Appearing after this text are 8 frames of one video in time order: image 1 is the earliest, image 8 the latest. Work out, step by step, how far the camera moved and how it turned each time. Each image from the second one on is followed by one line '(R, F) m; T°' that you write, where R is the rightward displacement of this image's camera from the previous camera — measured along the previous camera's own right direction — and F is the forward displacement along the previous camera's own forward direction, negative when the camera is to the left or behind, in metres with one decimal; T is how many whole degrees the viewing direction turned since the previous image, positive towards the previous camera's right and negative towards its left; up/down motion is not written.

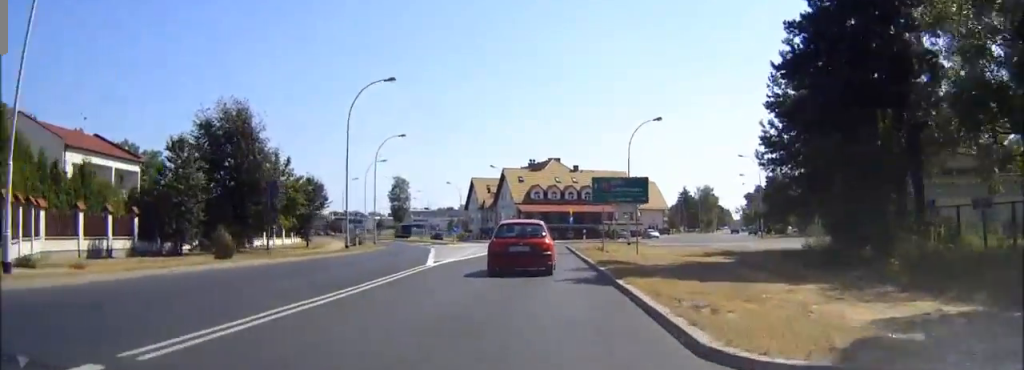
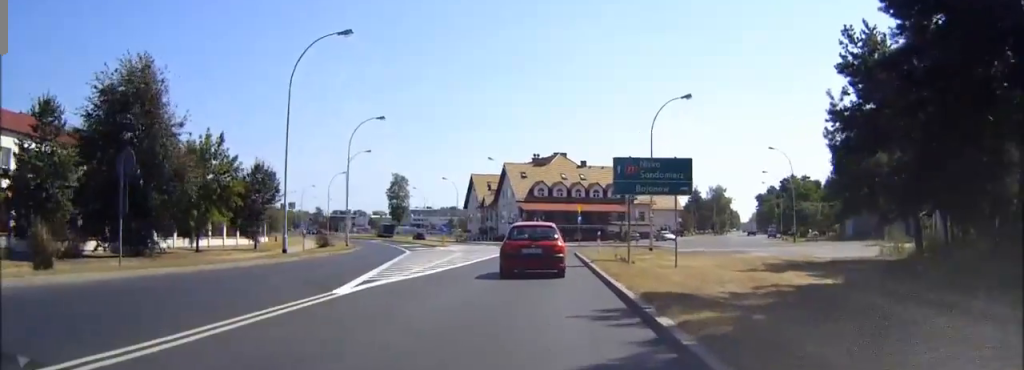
(0.0, +10.7) m; 0°
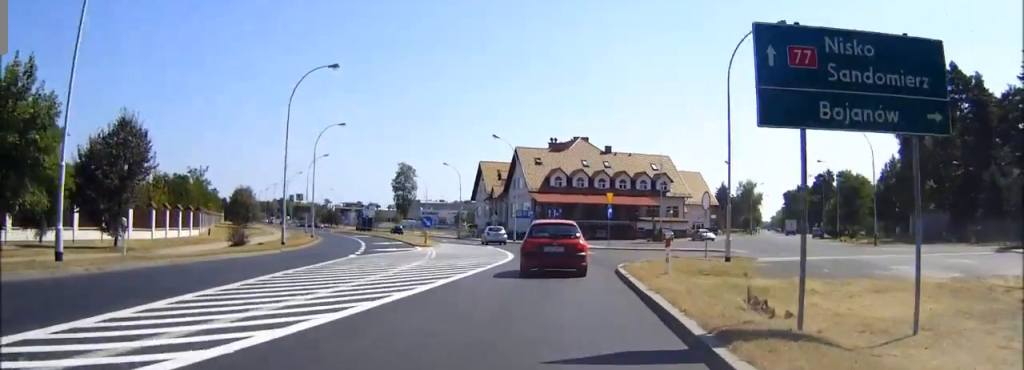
(-0.1, +17.2) m; -1°
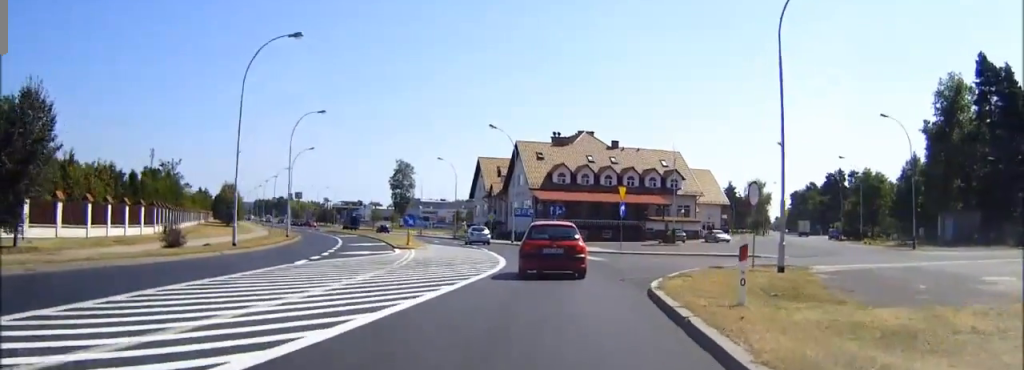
(0.0, +7.0) m; 0°
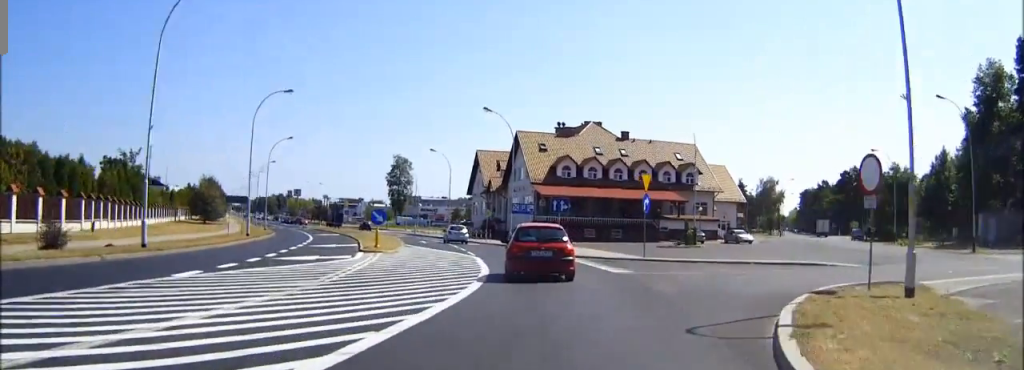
(0.0, +8.8) m; -1°
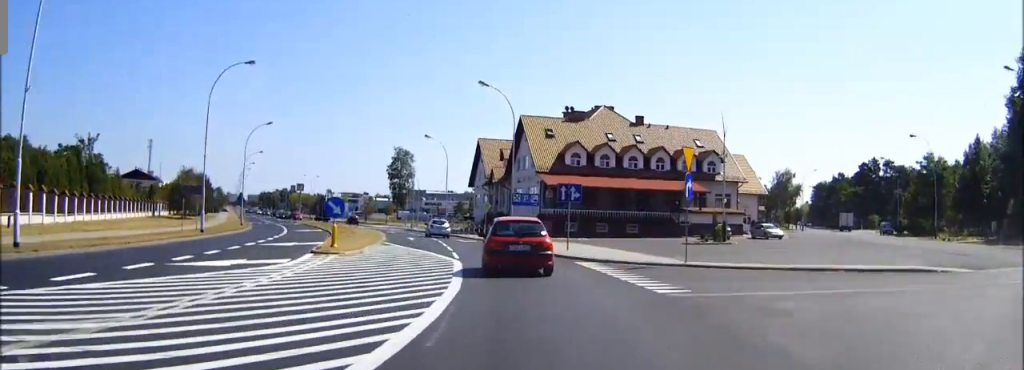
(0.0, +8.3) m; -1°
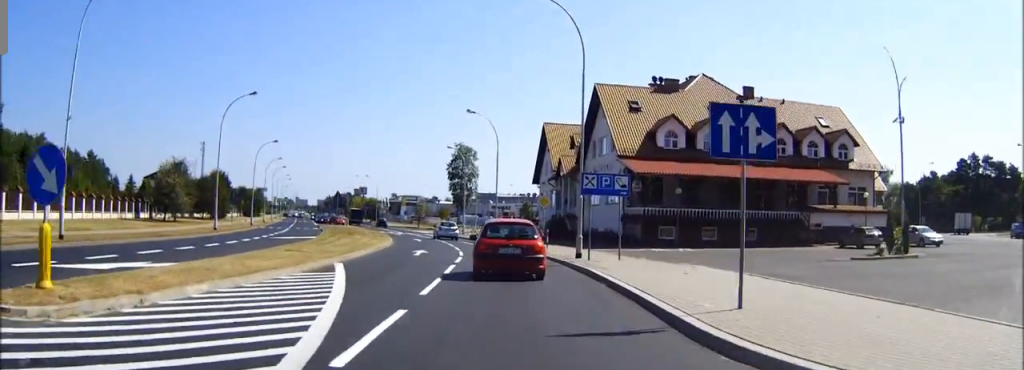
(-0.9, +19.8) m; -5°
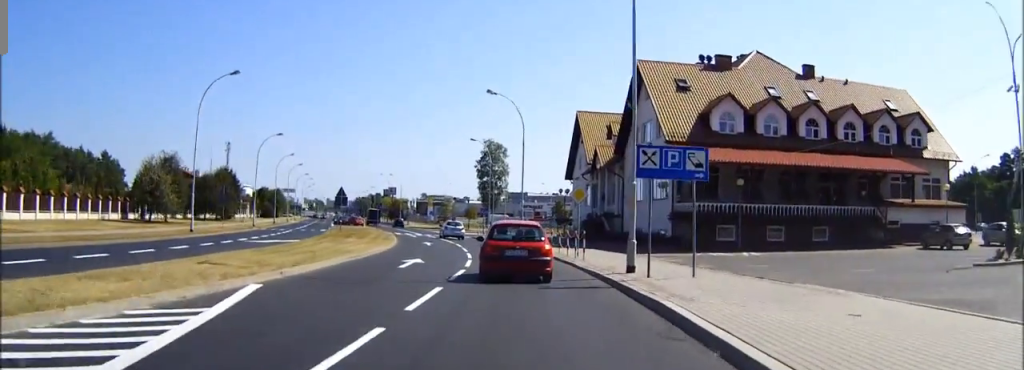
(-0.1, +8.5) m; -3°
